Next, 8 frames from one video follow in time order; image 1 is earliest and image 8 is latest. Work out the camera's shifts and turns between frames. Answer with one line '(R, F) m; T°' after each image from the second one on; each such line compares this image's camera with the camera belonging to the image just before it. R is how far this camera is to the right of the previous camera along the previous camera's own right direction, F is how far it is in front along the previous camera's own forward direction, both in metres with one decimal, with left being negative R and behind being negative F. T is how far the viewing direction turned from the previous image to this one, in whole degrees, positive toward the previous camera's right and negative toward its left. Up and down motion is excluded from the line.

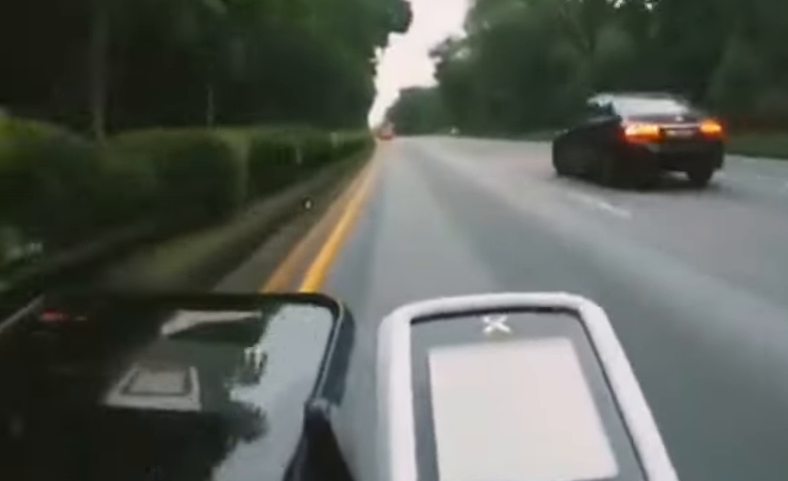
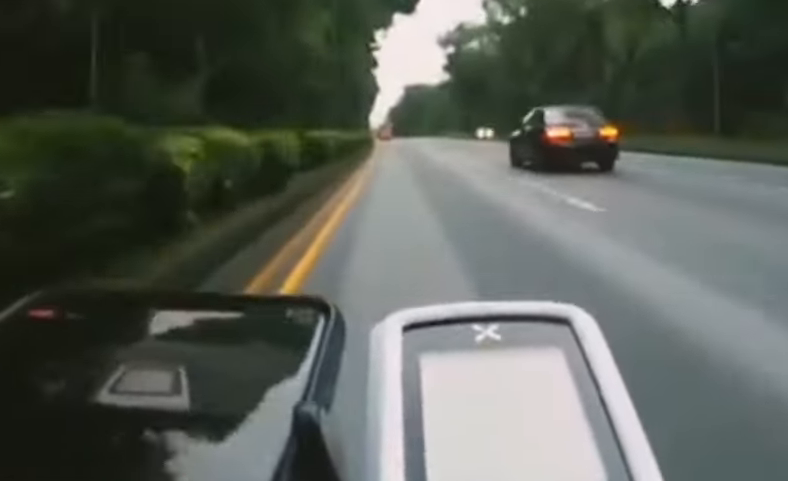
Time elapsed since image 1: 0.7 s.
(0.0, +7.6) m; +1°
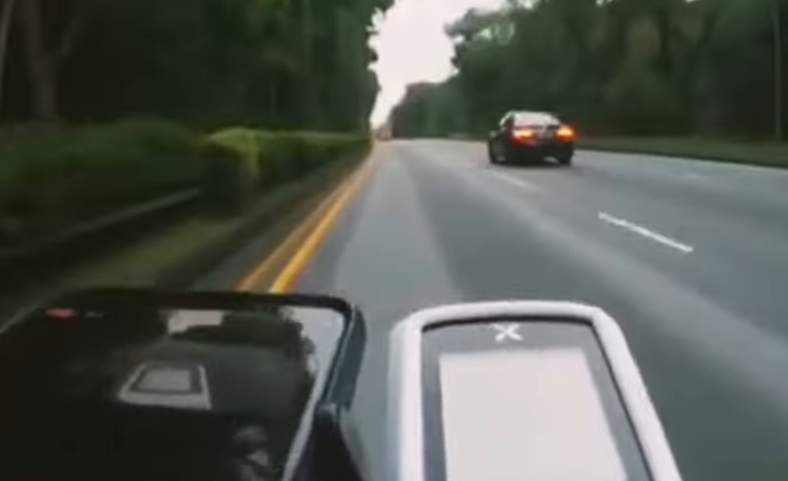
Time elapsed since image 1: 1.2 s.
(0.0, +5.9) m; +1°
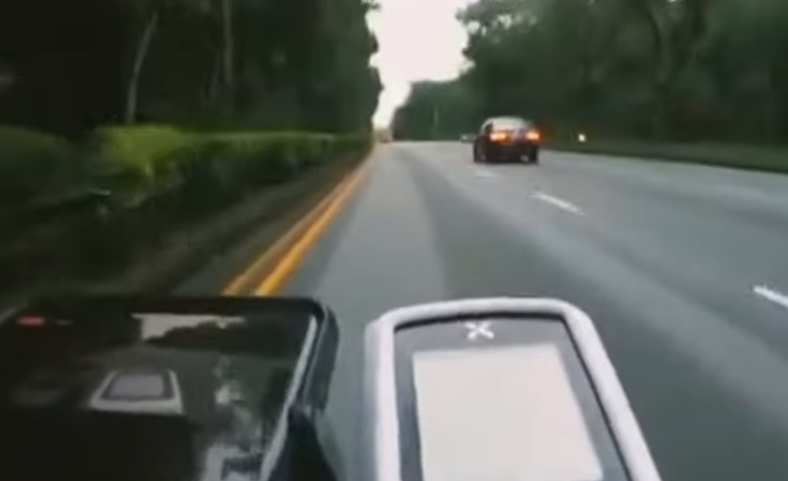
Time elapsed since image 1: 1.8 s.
(+0.2, +7.0) m; +1°
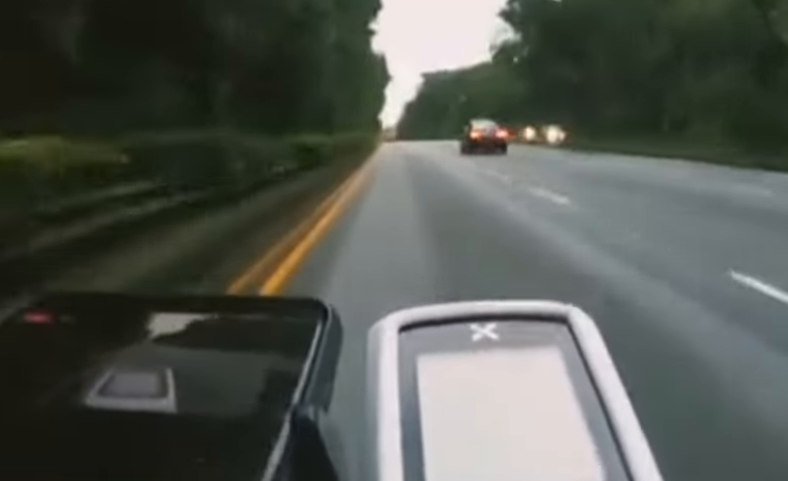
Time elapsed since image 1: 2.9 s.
(+0.1, +13.2) m; 0°
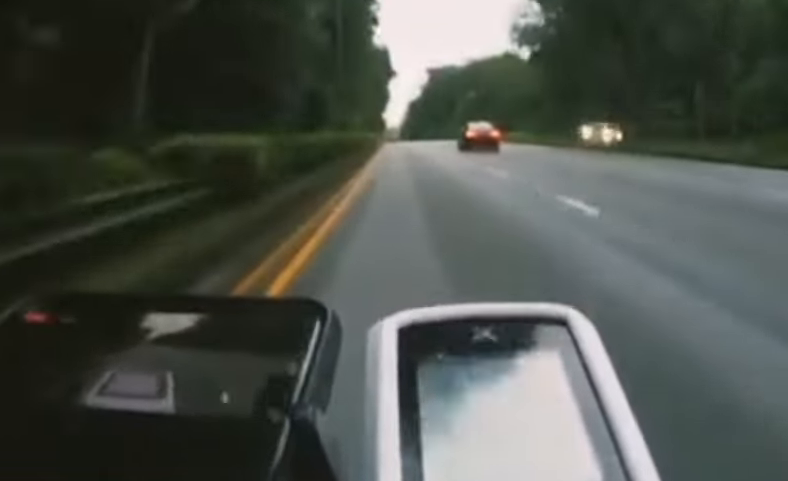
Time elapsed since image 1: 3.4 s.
(0.0, +5.3) m; 0°
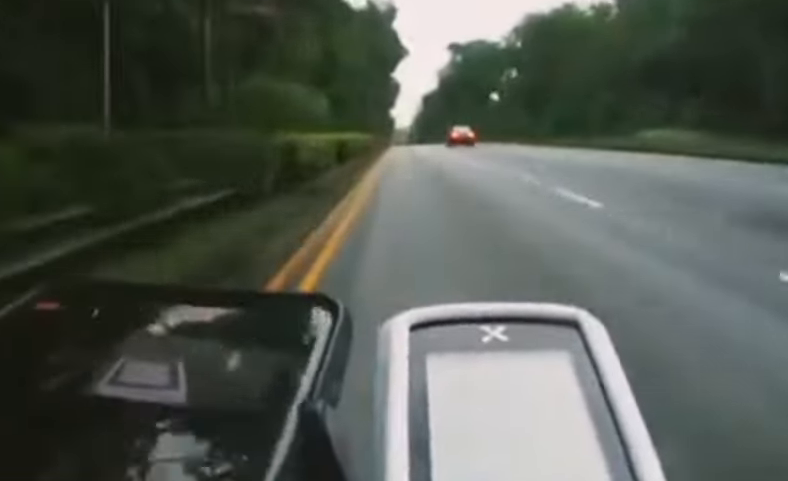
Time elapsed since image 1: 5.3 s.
(-0.1, +23.7) m; -1°
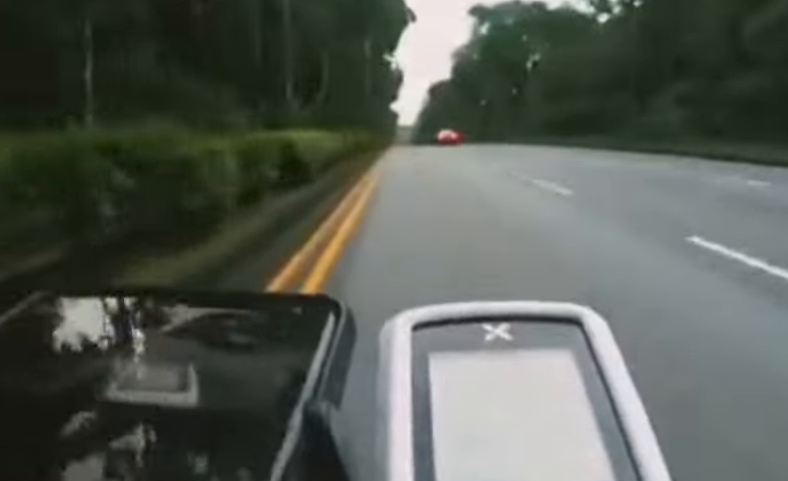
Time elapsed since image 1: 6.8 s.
(+0.3, +19.1) m; +2°
